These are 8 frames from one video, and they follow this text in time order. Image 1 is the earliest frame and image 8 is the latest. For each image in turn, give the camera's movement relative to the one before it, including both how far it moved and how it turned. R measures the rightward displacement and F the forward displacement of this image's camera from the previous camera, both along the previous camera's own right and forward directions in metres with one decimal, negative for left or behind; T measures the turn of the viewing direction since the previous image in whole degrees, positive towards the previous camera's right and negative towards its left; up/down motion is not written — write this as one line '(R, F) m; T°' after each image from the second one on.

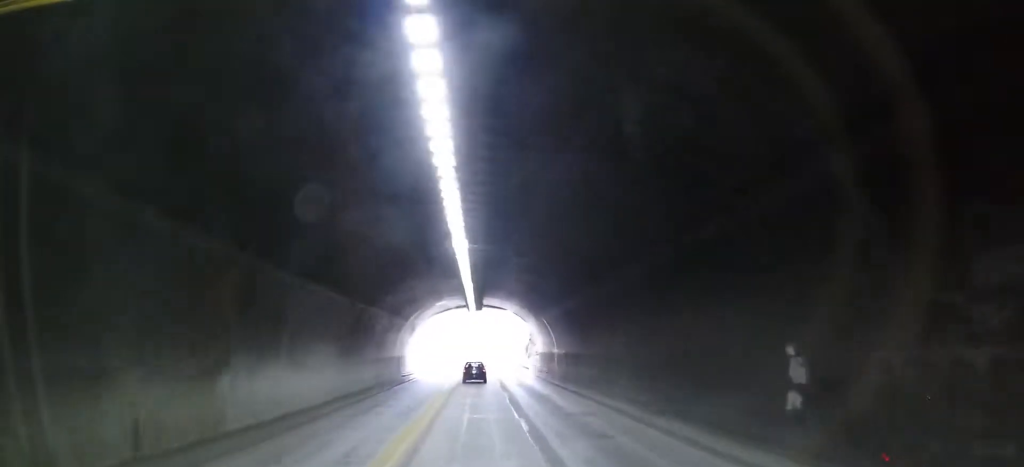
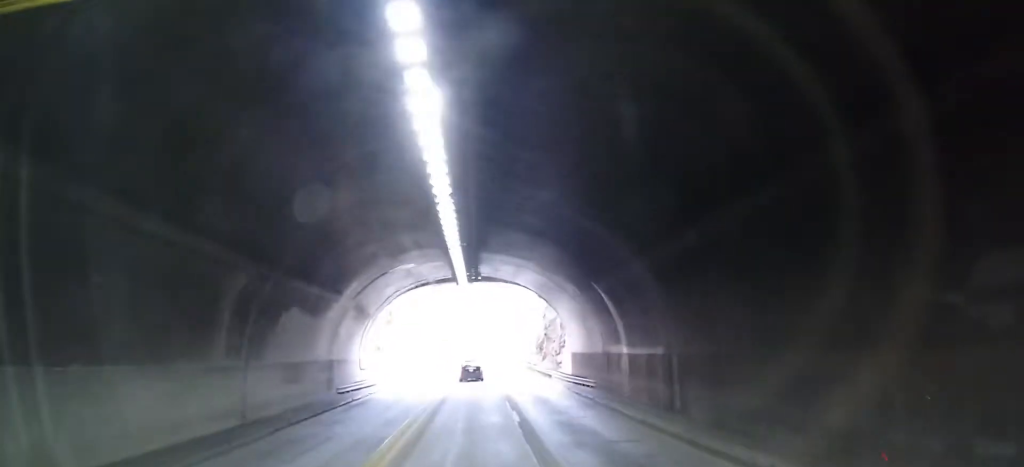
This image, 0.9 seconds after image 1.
(0.0, +19.6) m; 0°
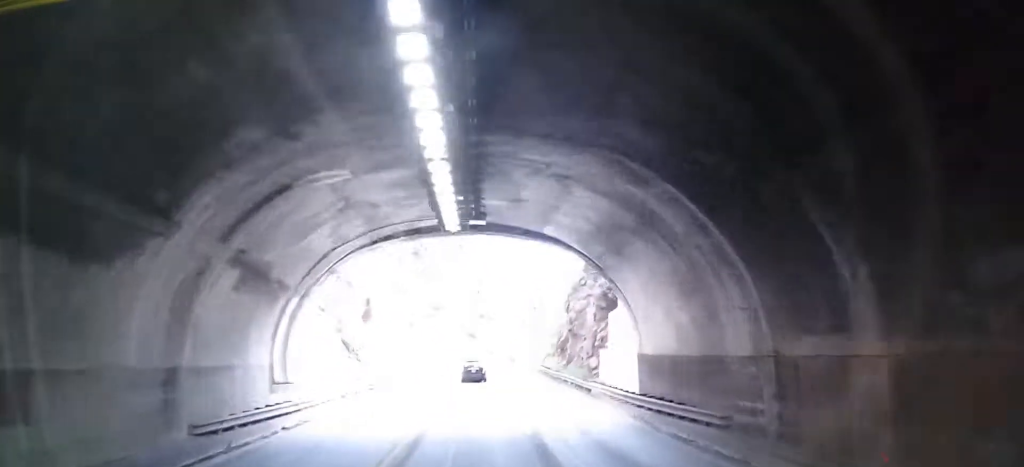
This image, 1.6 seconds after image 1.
(0.0, +13.3) m; 0°
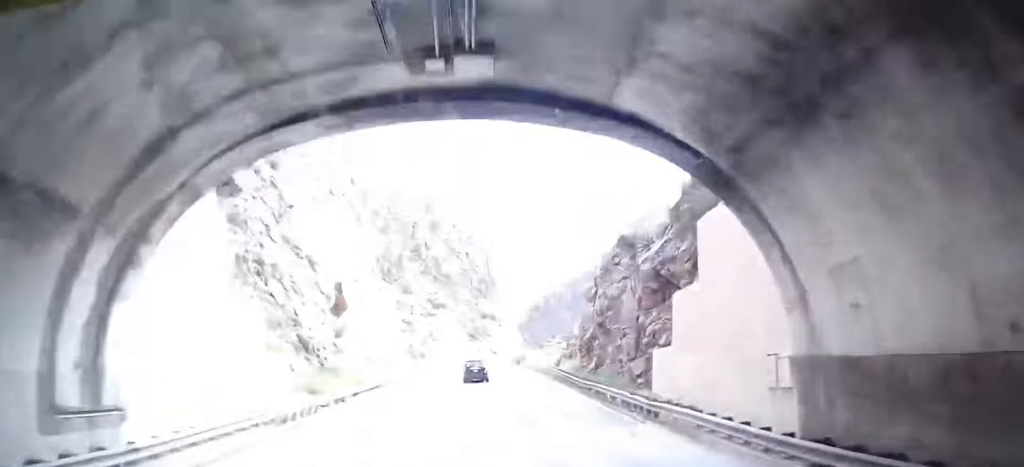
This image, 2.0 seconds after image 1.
(0.0, +9.8) m; 0°
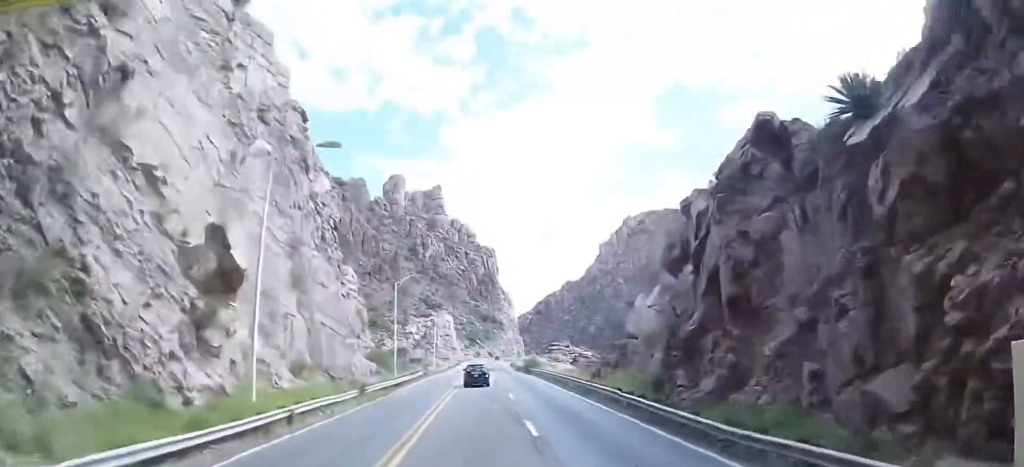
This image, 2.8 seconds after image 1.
(0.0, +16.9) m; 0°
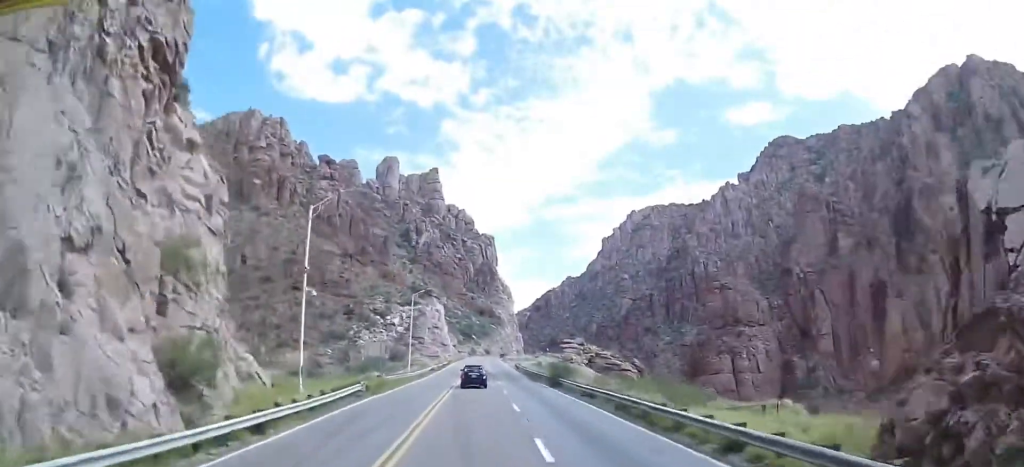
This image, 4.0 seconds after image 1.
(-0.1, +25.4) m; 0°
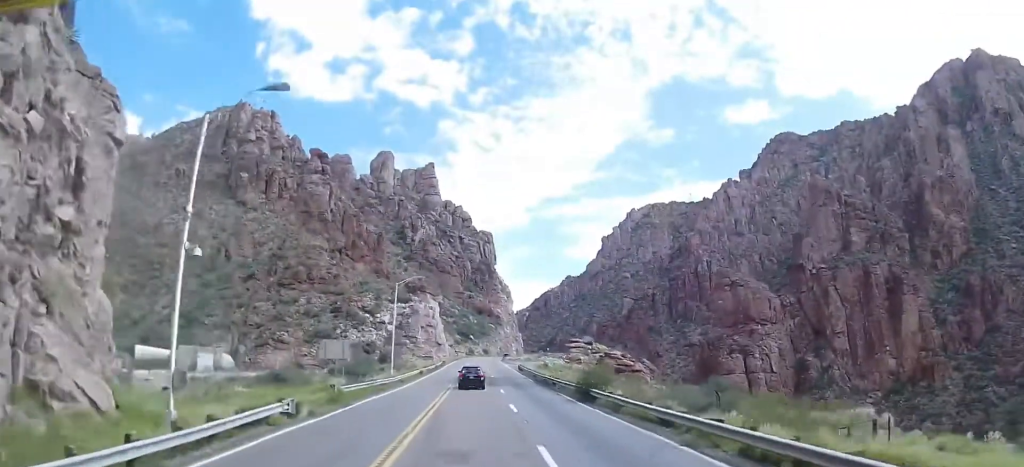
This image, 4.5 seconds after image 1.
(+0.1, +10.7) m; 0°
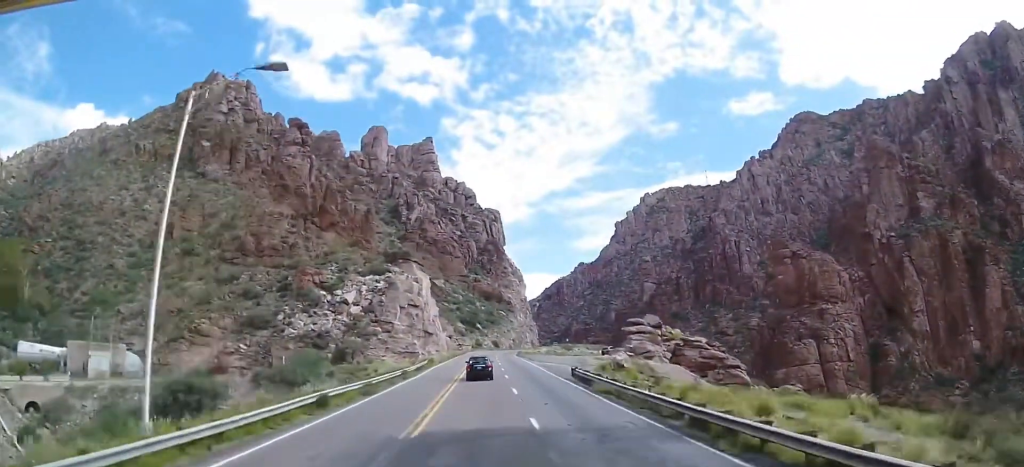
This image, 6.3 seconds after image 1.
(-0.6, +38.4) m; -1°
